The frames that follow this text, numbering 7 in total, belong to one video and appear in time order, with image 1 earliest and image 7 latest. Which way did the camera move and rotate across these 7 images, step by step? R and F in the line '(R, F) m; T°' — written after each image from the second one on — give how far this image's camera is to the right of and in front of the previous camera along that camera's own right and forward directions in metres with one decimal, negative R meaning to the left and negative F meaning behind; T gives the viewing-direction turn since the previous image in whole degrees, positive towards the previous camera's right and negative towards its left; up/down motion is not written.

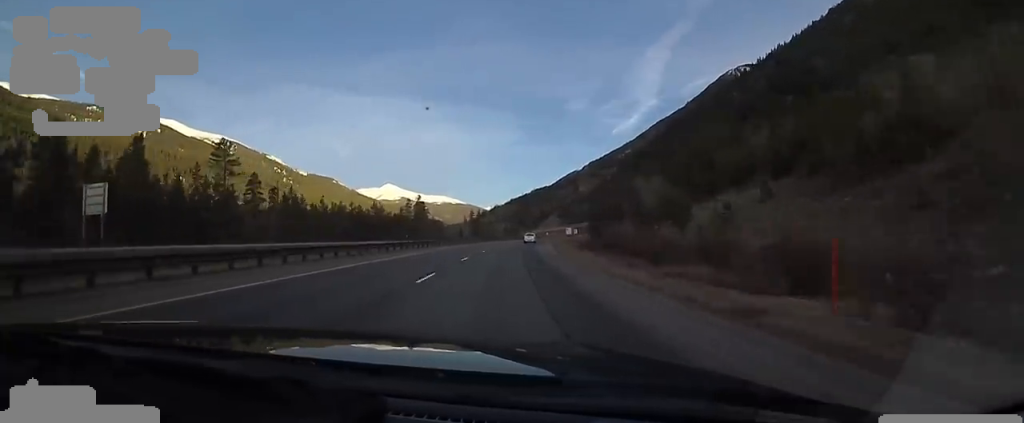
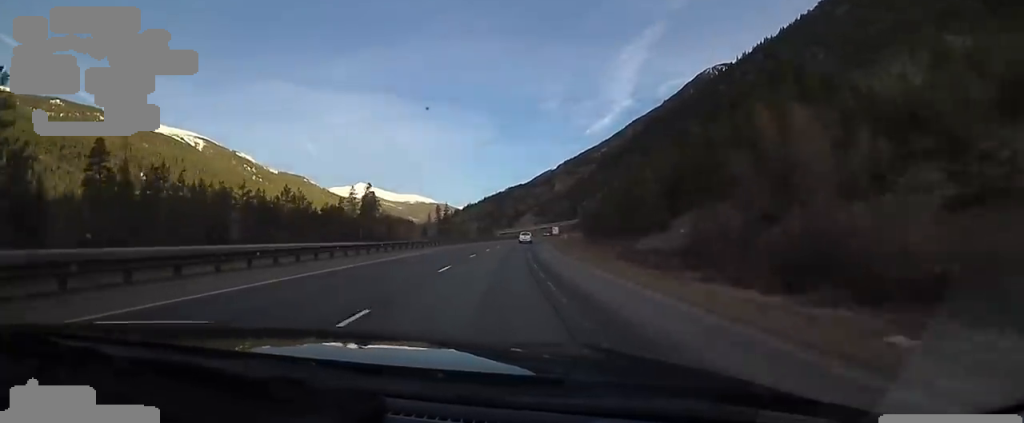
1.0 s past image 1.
(+1.1, +32.3) m; +5°
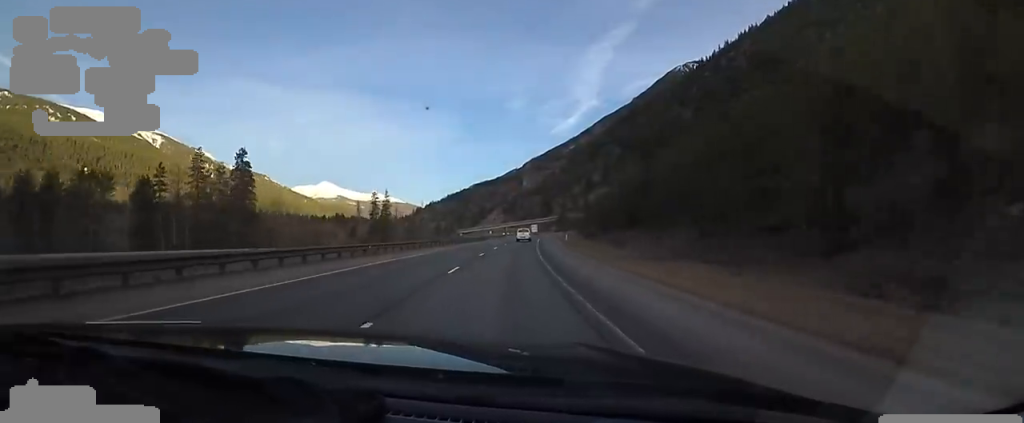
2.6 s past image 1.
(+2.0, +48.8) m; +3°
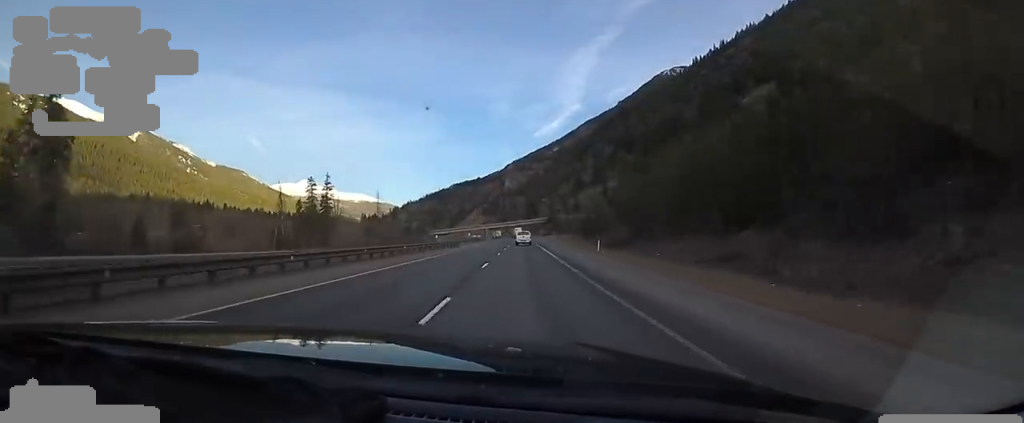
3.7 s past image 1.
(+0.5, +33.3) m; +3°
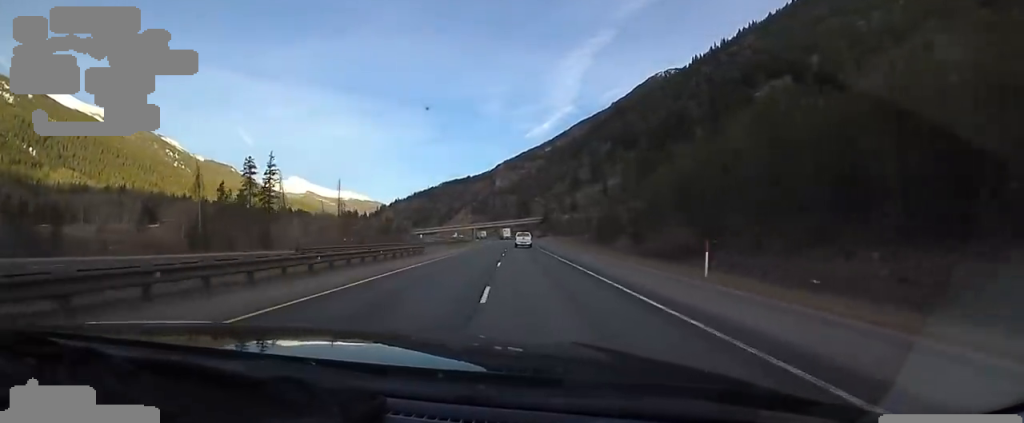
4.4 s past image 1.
(+0.8, +21.9) m; +2°
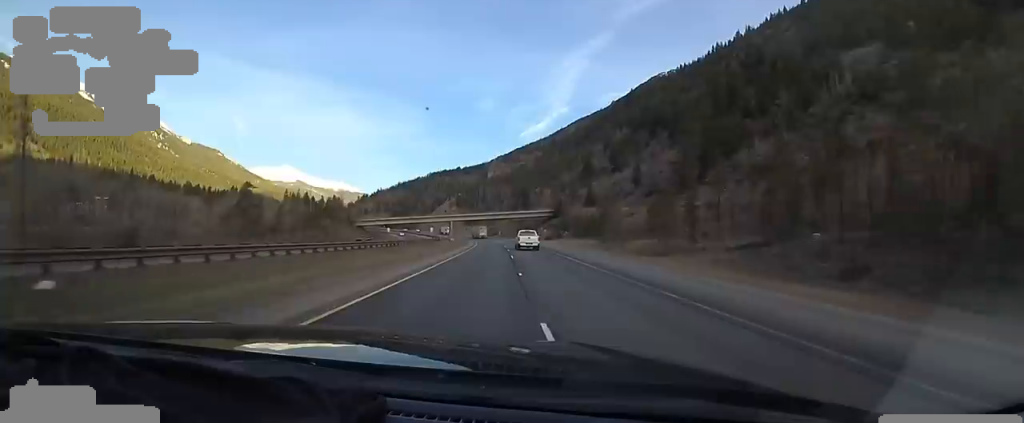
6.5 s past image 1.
(+0.3, +67.1) m; 0°
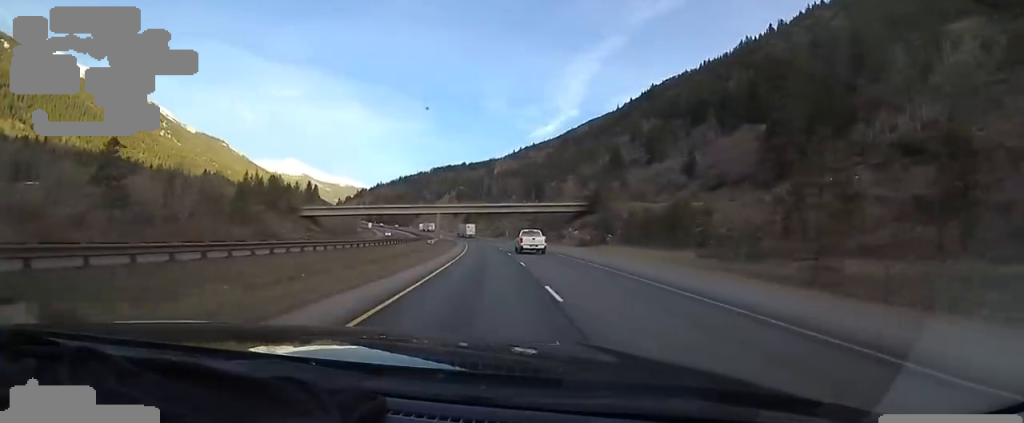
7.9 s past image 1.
(0.0, +43.0) m; 0°
